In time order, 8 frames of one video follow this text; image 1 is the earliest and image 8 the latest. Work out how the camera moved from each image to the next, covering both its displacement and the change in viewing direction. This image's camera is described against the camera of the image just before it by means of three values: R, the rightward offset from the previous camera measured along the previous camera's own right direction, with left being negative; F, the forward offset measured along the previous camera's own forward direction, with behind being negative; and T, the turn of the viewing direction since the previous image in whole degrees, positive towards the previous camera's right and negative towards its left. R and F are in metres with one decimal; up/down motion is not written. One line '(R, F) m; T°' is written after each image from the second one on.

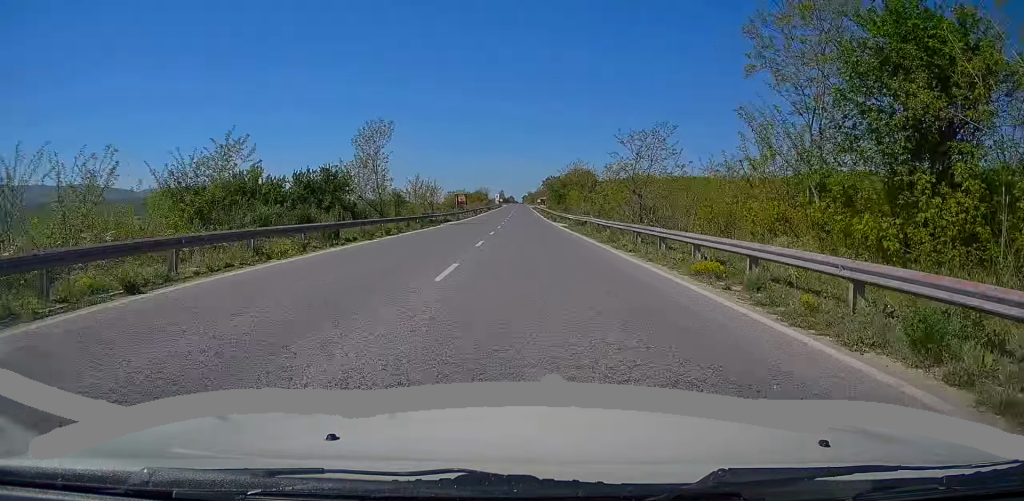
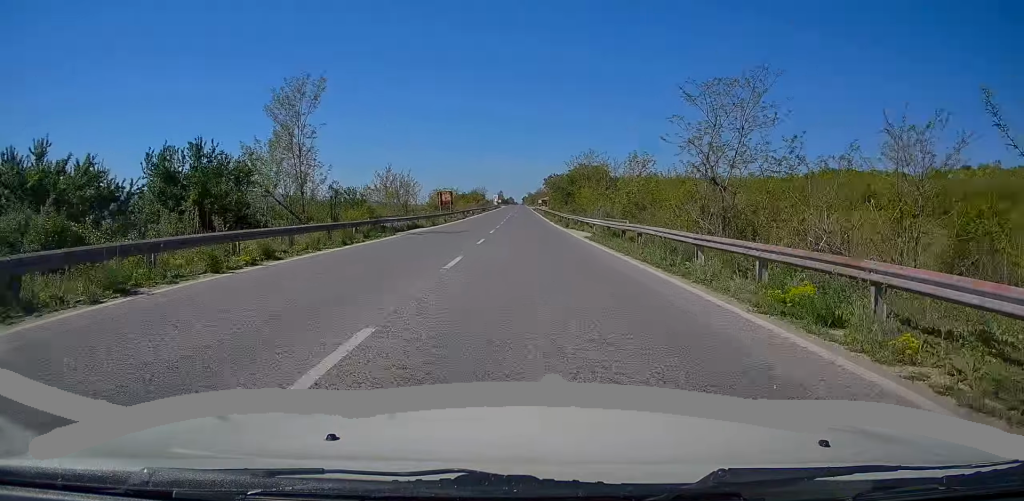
(-0.1, +15.9) m; 0°
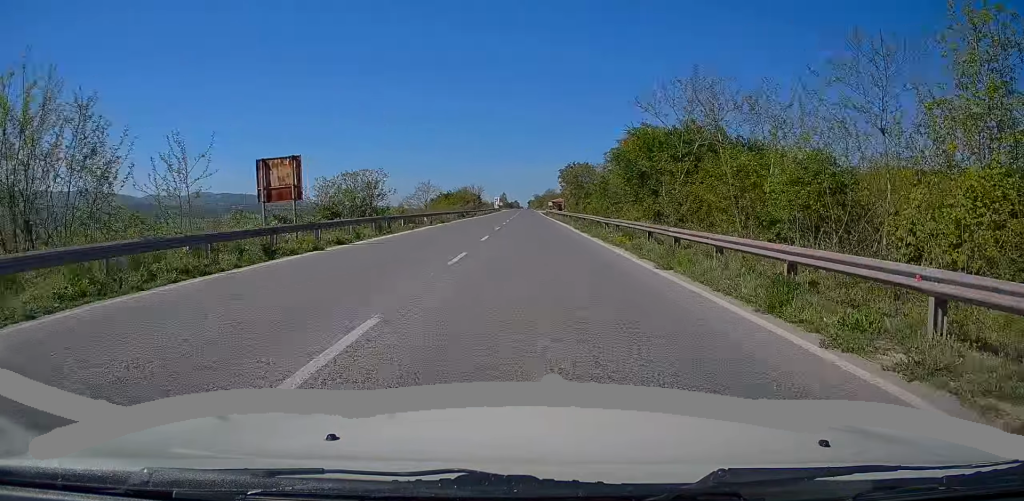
(+0.2, +44.8) m; 0°
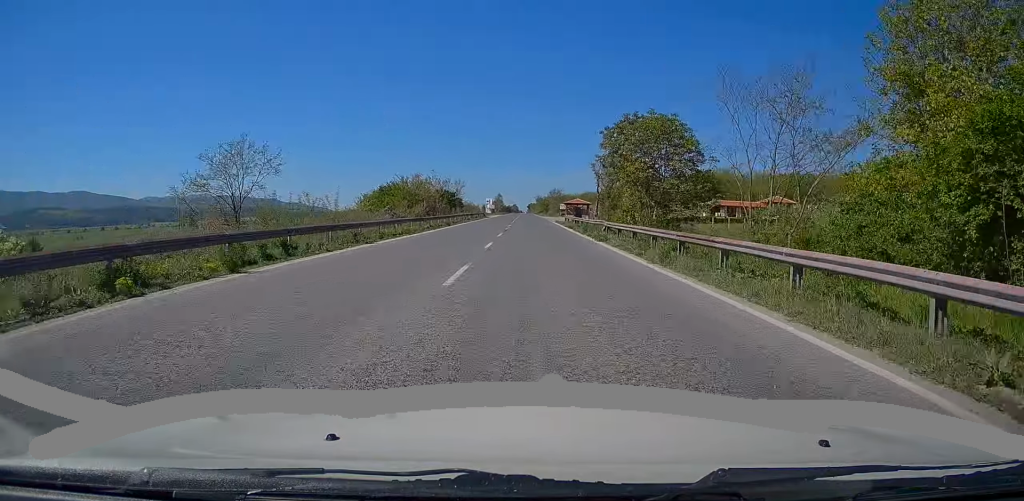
(-0.6, +56.7) m; -1°
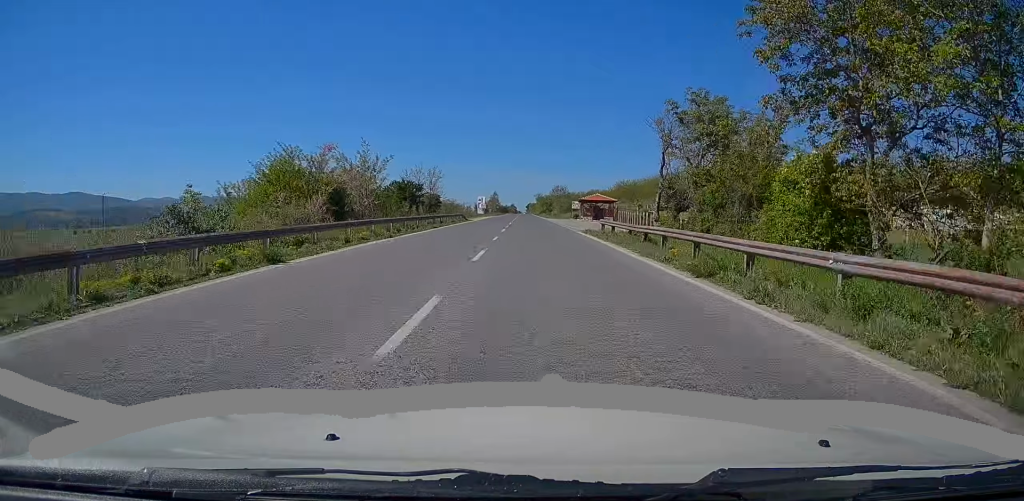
(+0.2, +31.8) m; 0°
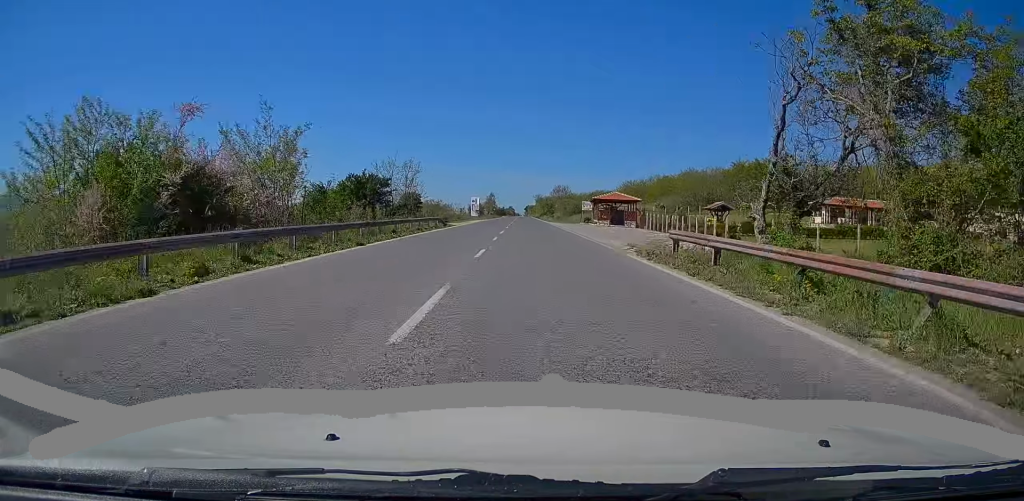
(-0.1, +17.0) m; 0°
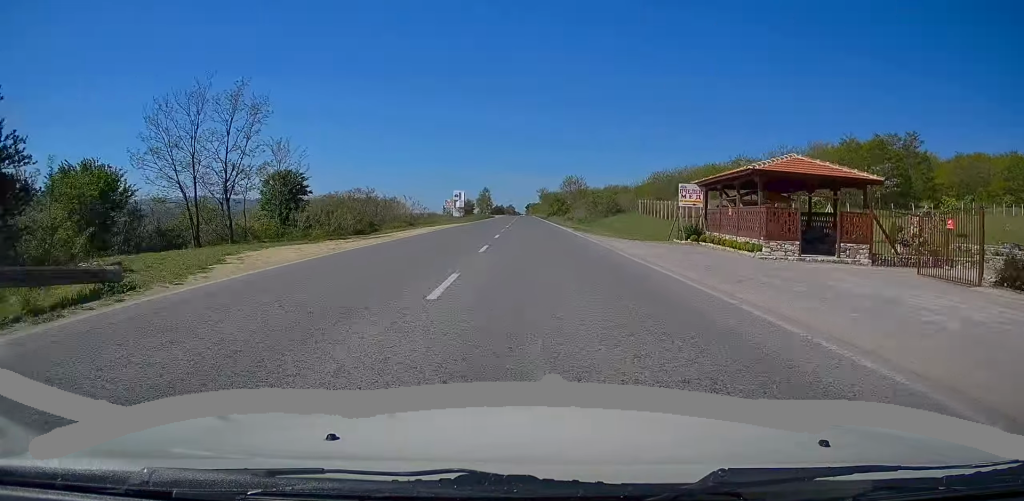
(+0.2, +42.9) m; +1°
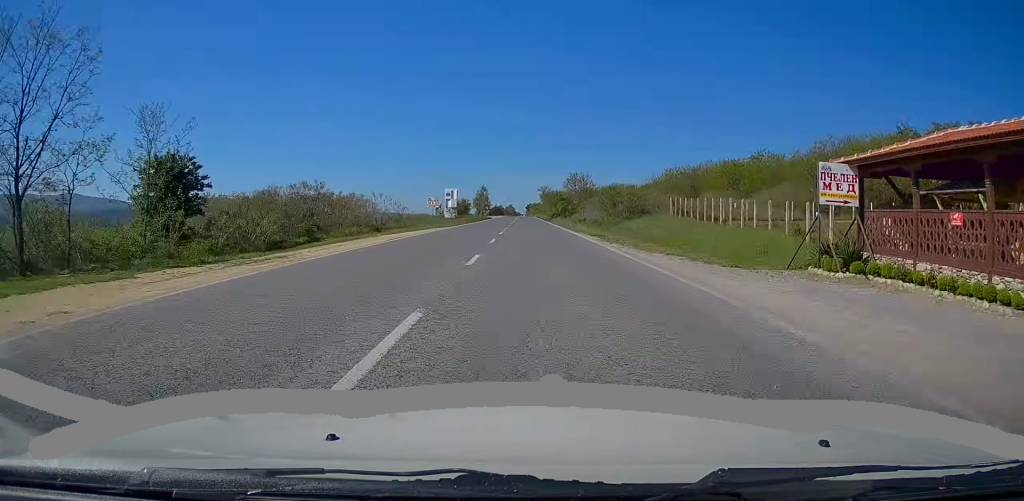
(0.0, +12.9) m; 0°
